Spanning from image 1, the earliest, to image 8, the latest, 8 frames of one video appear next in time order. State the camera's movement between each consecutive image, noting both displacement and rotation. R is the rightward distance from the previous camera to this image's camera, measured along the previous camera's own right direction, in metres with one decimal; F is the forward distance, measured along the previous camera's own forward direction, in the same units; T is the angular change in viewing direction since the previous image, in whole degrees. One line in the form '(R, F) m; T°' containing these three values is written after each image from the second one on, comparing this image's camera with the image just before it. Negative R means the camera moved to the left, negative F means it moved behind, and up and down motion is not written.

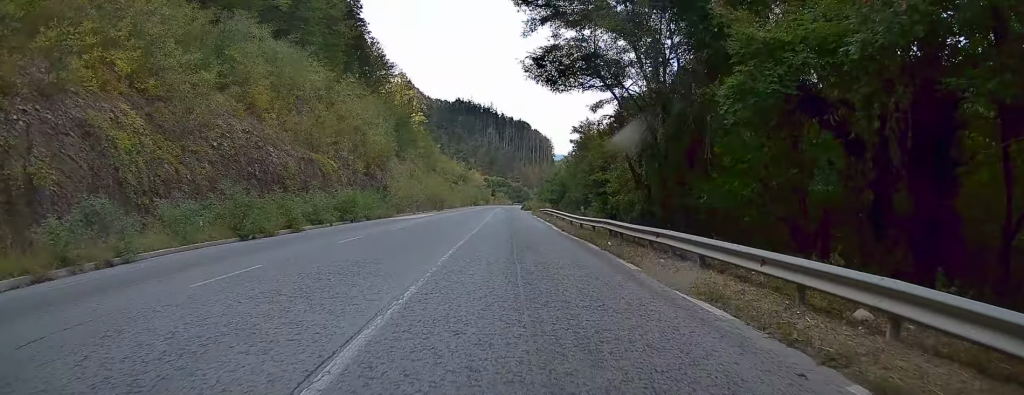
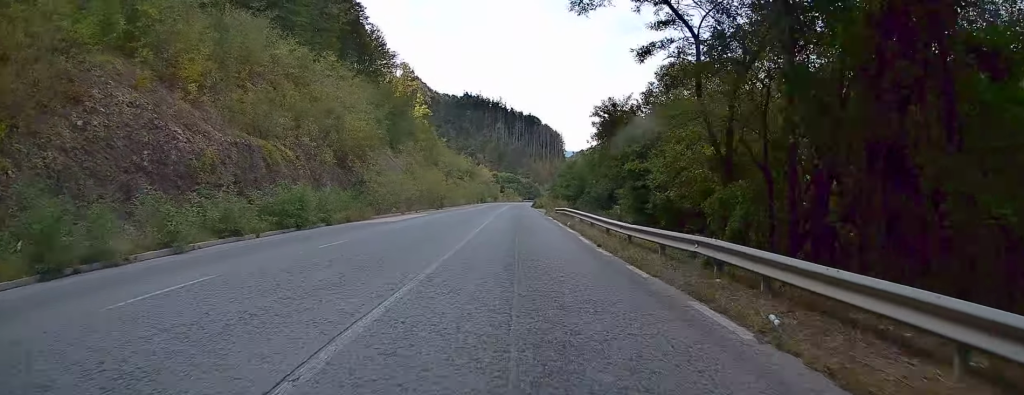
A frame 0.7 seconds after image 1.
(+0.1, +11.0) m; 0°
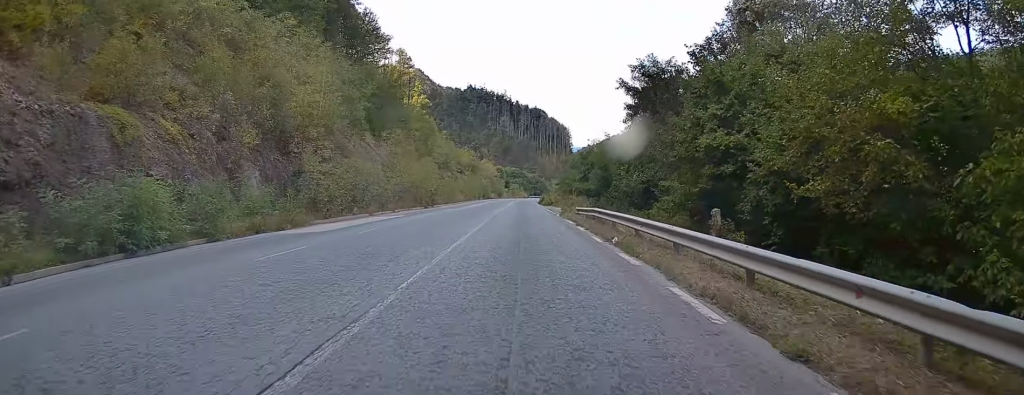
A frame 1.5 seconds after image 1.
(-0.4, +13.3) m; 0°
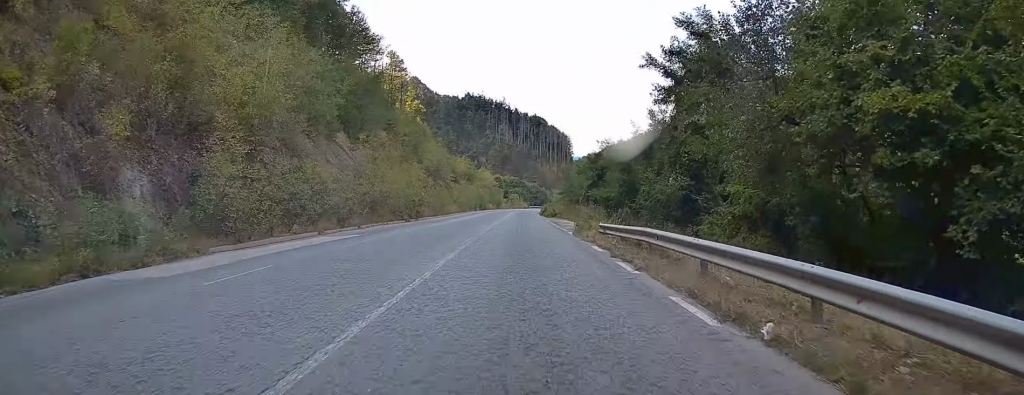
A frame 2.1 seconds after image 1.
(+0.2, +10.2) m; 0°
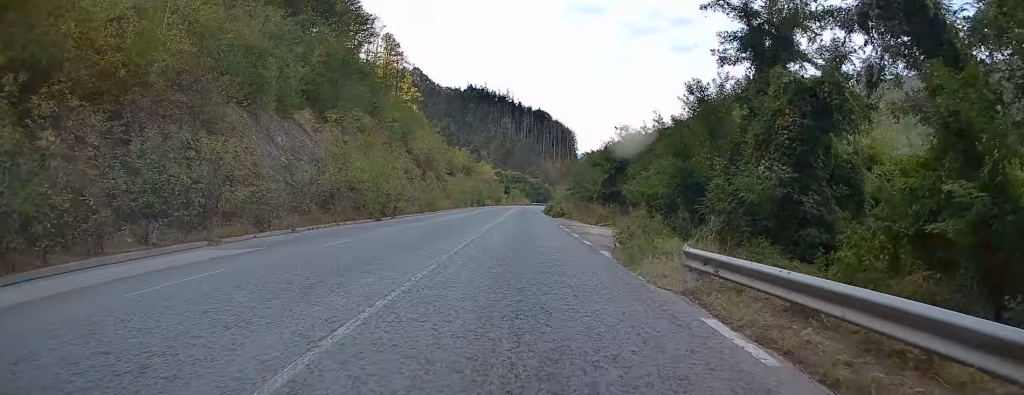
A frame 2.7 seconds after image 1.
(0.0, +11.4) m; 0°
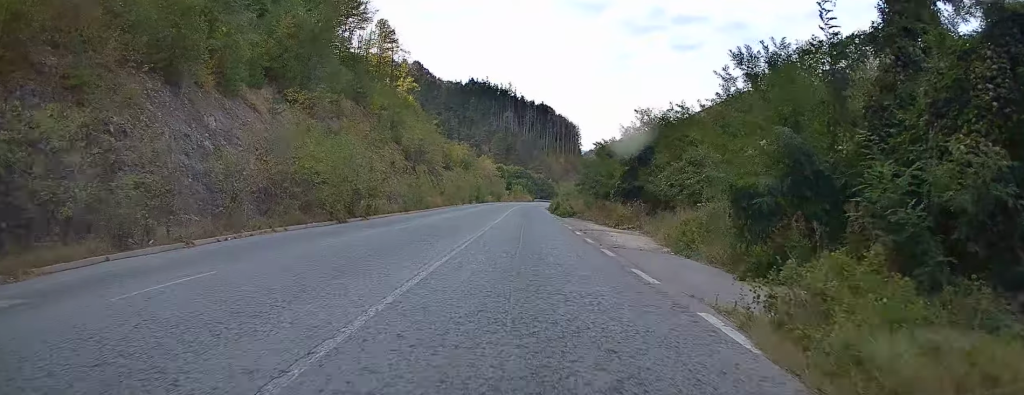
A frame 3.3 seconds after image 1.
(-0.1, +9.2) m; 0°
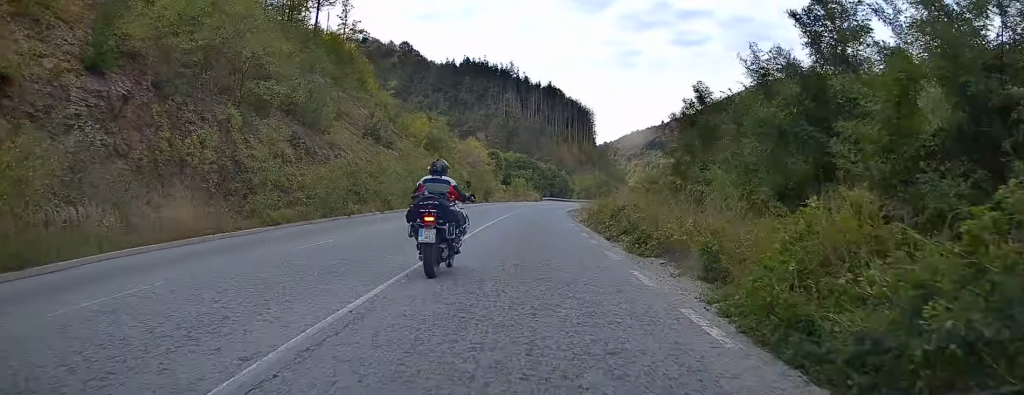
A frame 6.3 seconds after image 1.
(+0.7, +54.8) m; 0°
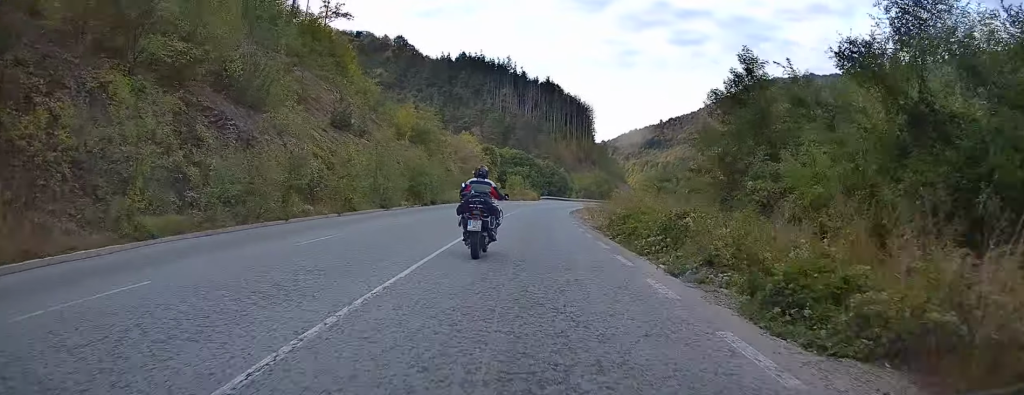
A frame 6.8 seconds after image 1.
(0.0, +9.3) m; 0°
